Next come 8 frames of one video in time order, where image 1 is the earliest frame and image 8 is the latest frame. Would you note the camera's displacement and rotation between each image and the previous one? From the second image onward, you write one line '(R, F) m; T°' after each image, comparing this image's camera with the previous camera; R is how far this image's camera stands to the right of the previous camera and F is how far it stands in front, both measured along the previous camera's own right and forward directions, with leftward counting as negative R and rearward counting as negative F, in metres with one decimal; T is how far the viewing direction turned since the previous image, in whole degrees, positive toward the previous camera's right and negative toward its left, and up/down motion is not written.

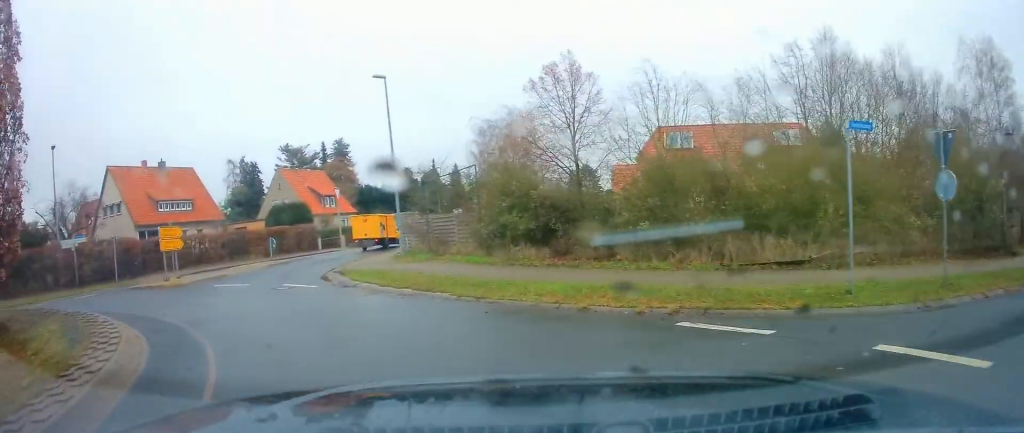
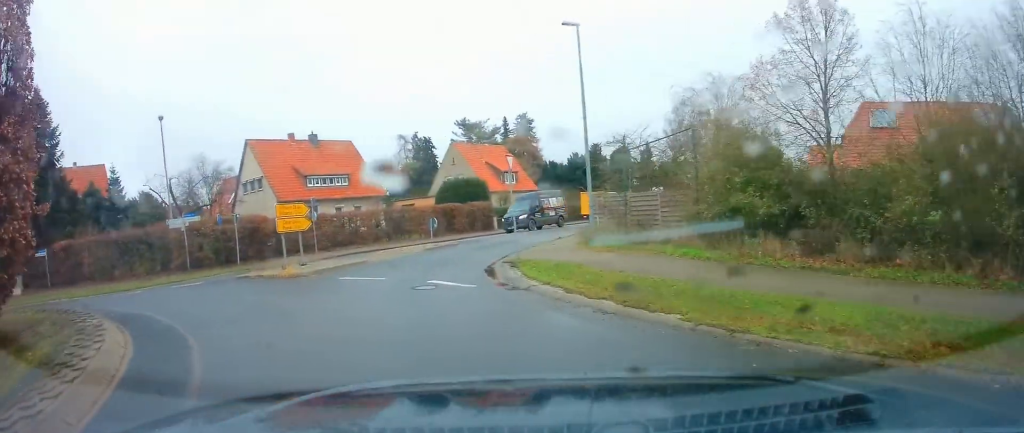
(-1.5, +4.2) m; -19°
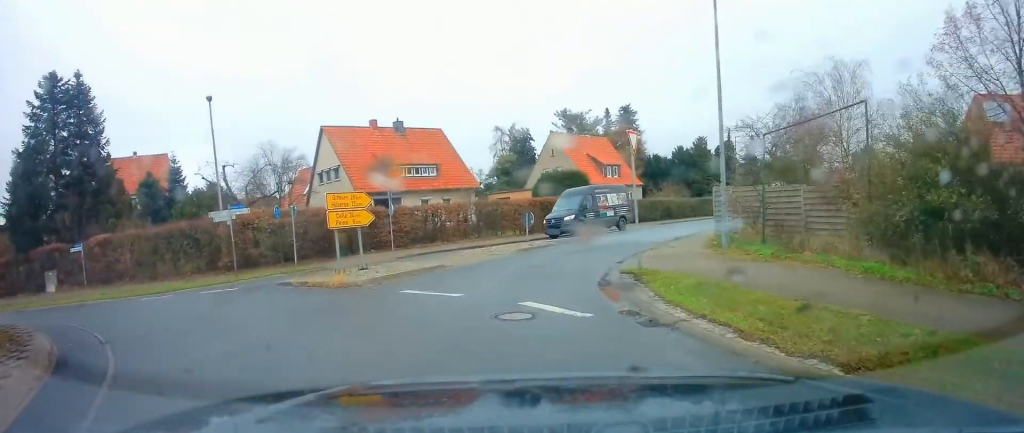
(-0.5, +3.7) m; -9°
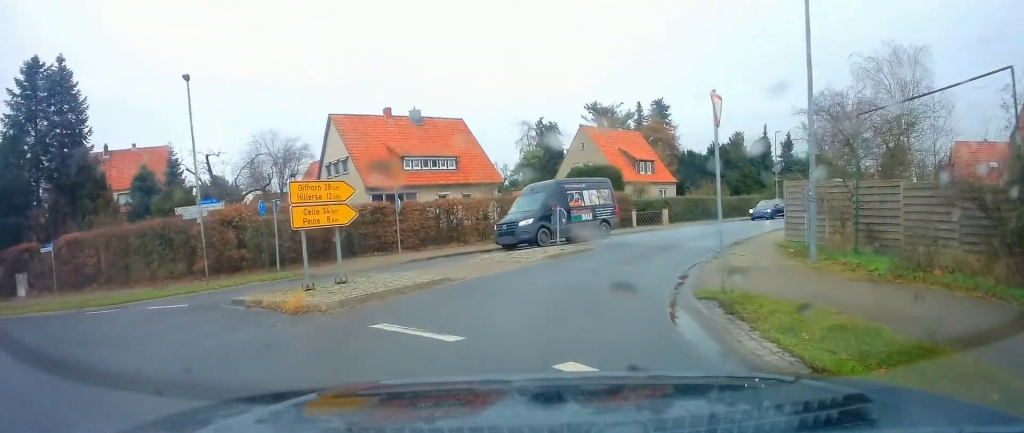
(-0.4, +3.6) m; -1°
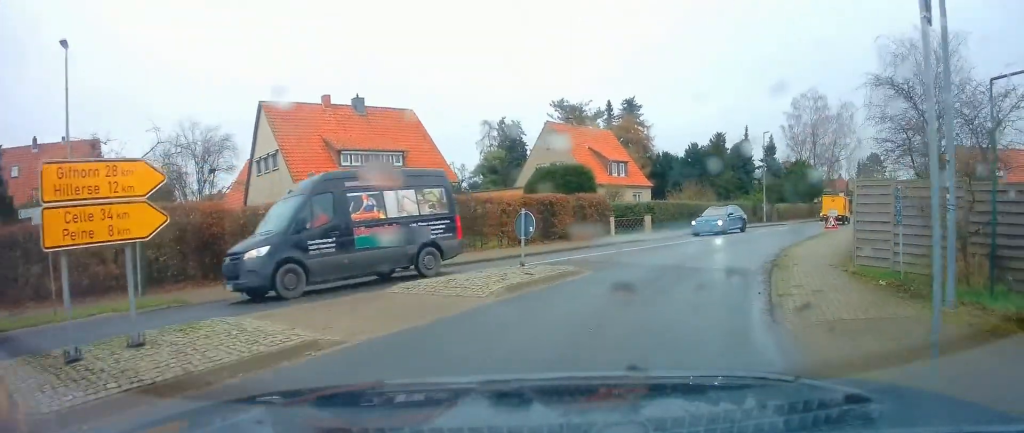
(+0.1, +5.5) m; +4°
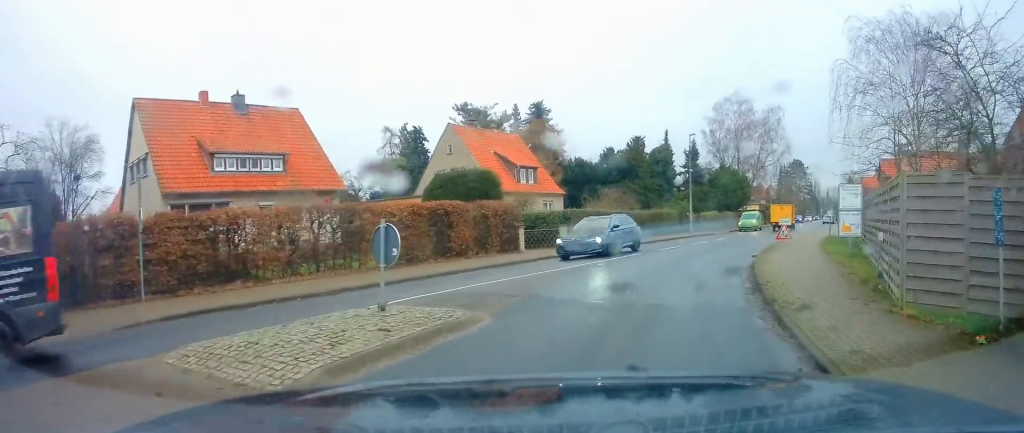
(0.0, +4.4) m; +5°
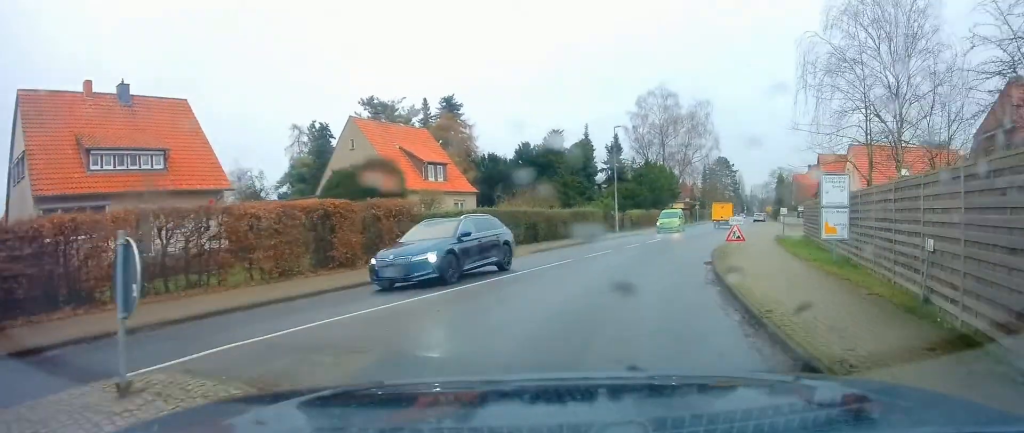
(+0.3, +3.9) m; +5°
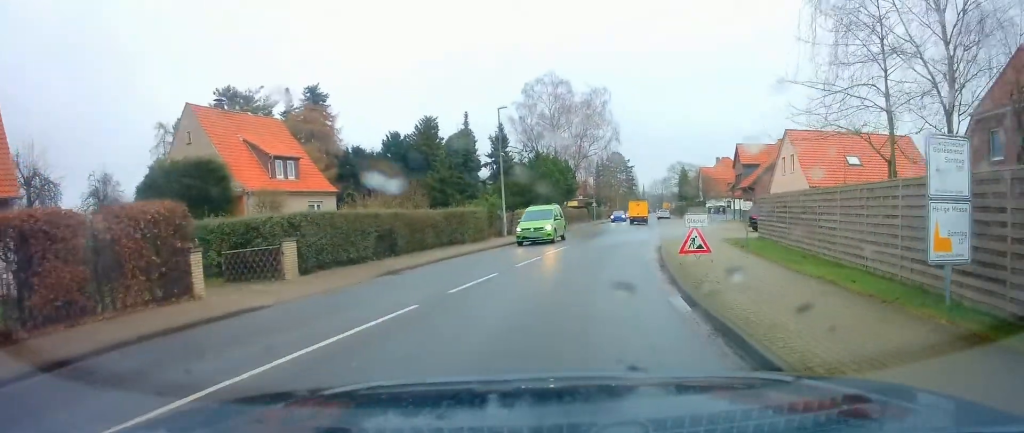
(+0.7, +7.8) m; +9°
